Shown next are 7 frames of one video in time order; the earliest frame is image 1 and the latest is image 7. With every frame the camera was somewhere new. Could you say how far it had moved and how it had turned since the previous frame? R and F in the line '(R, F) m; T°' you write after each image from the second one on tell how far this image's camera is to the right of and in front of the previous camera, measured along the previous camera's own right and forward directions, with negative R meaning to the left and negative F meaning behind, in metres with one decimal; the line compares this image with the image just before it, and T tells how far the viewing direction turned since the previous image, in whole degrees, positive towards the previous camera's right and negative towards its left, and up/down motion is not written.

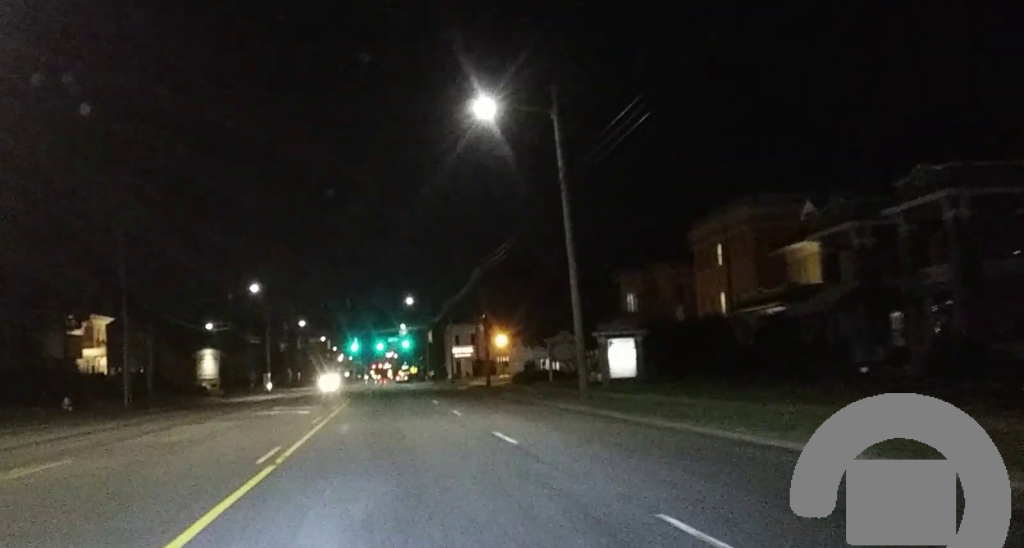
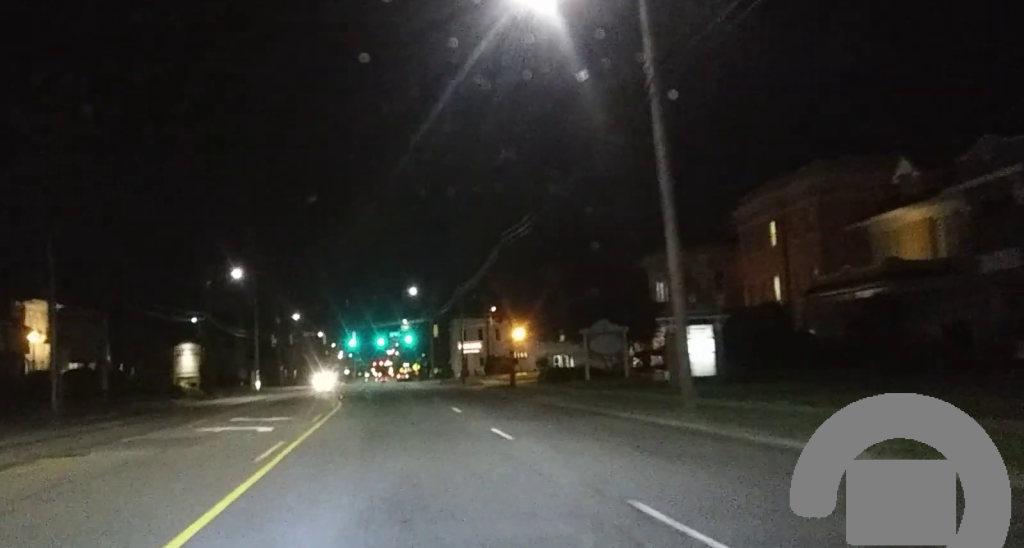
(0.0, +11.7) m; 0°
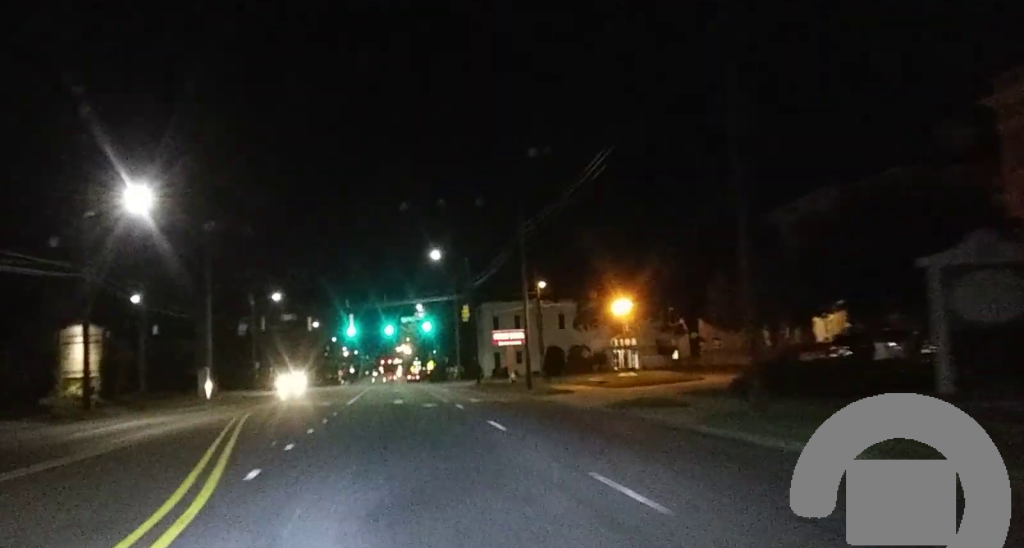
(-0.4, +34.4) m; -1°
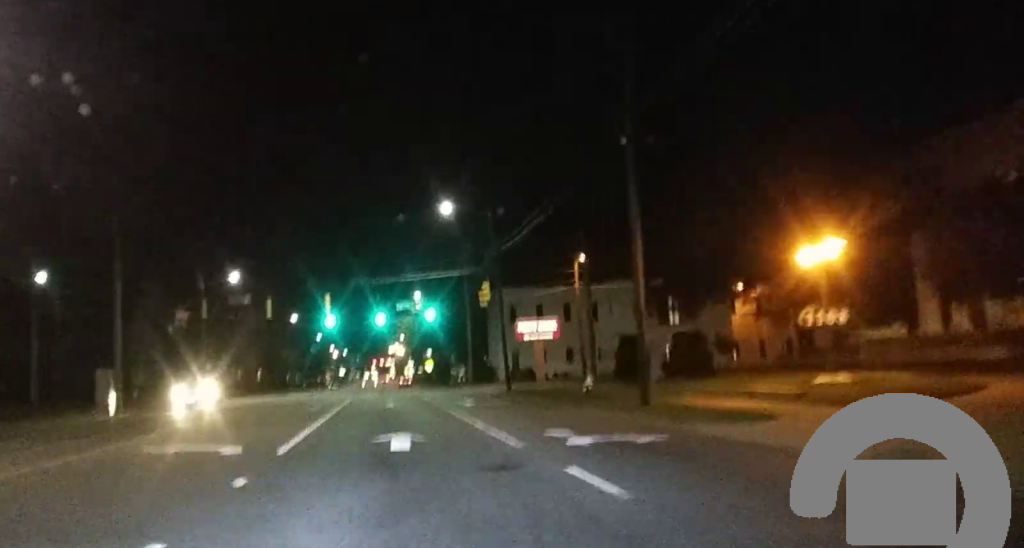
(+0.3, +23.9) m; +1°
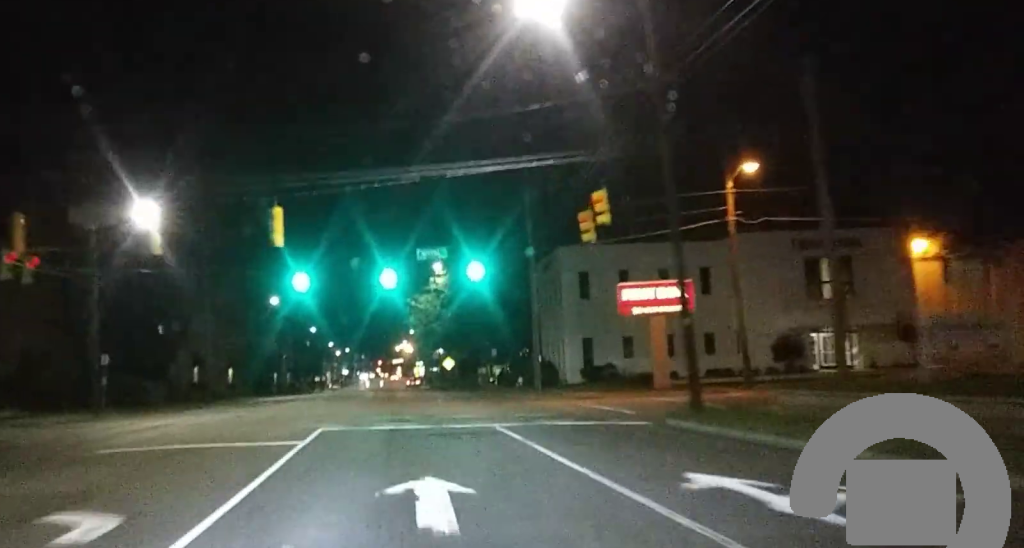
(-0.2, +31.0) m; -1°
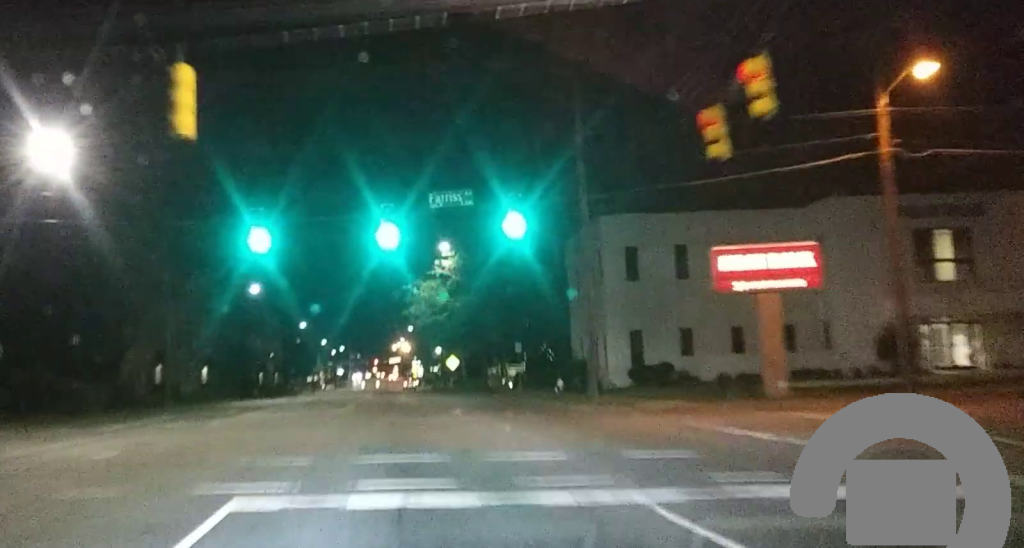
(-0.2, +13.3) m; -1°
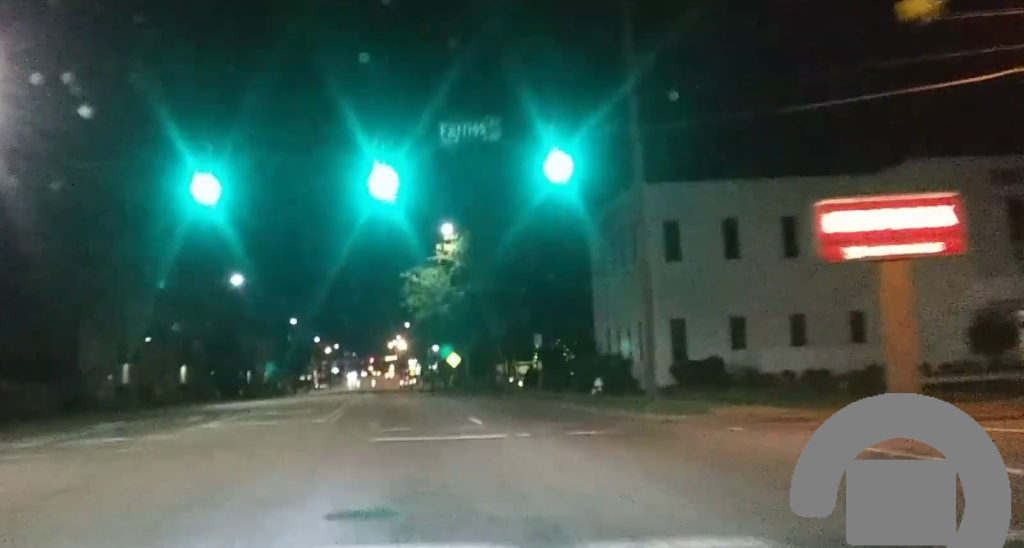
(-0.1, +7.9) m; 0°
